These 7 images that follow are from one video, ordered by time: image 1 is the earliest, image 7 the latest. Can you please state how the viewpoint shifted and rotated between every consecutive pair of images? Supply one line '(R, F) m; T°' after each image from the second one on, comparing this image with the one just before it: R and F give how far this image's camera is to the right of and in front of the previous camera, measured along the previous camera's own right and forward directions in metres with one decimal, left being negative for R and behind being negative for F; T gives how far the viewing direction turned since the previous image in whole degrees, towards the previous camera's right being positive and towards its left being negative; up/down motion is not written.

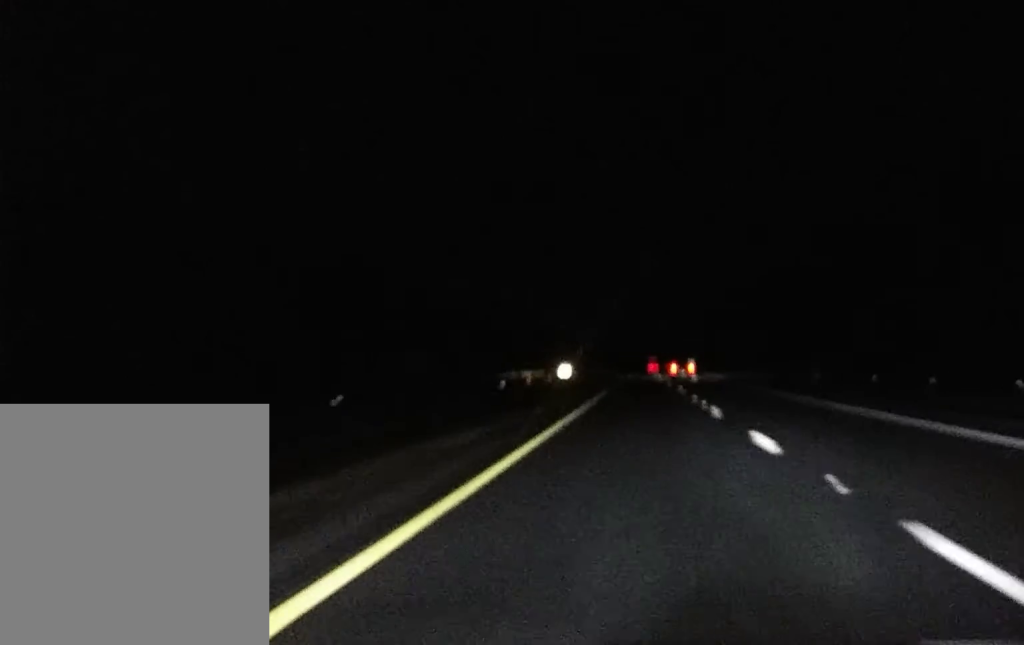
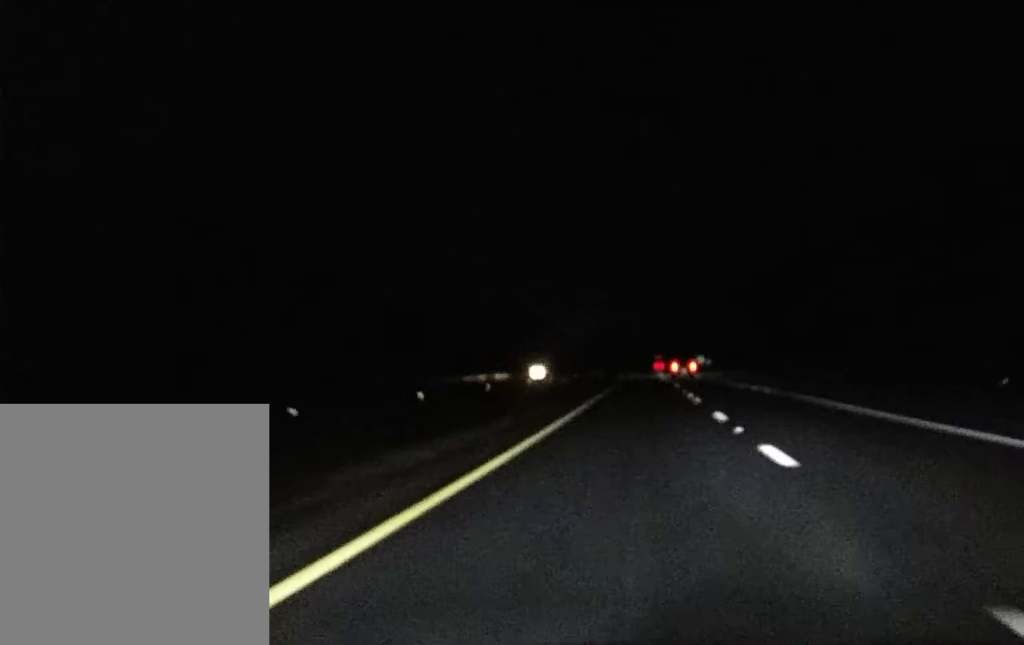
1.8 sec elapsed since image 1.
(+0.2, +67.6) m; 0°
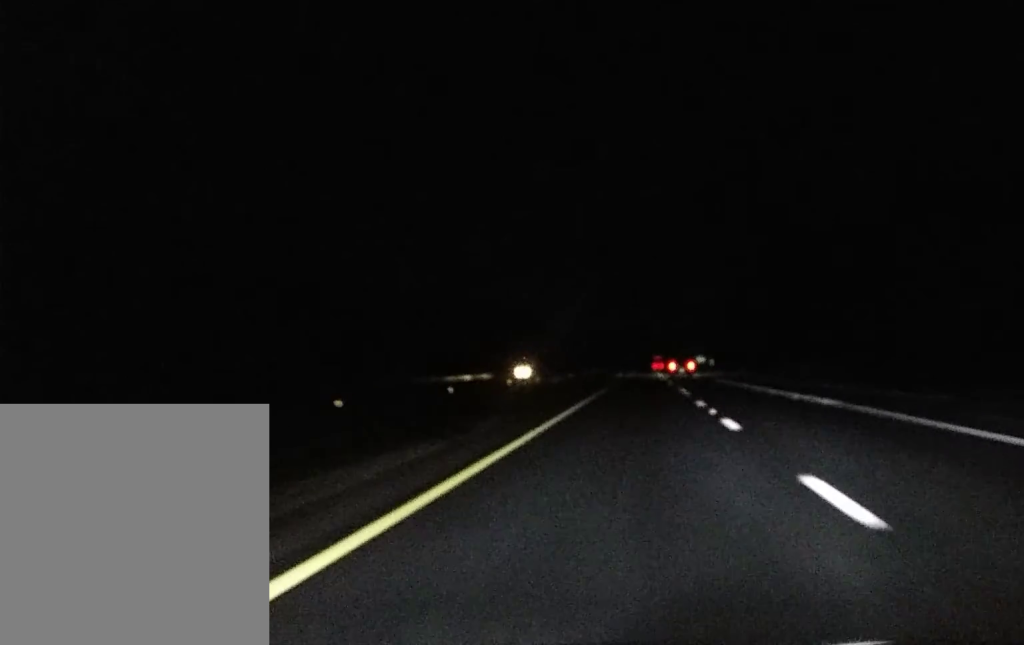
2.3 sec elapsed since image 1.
(0.0, +18.0) m; 0°
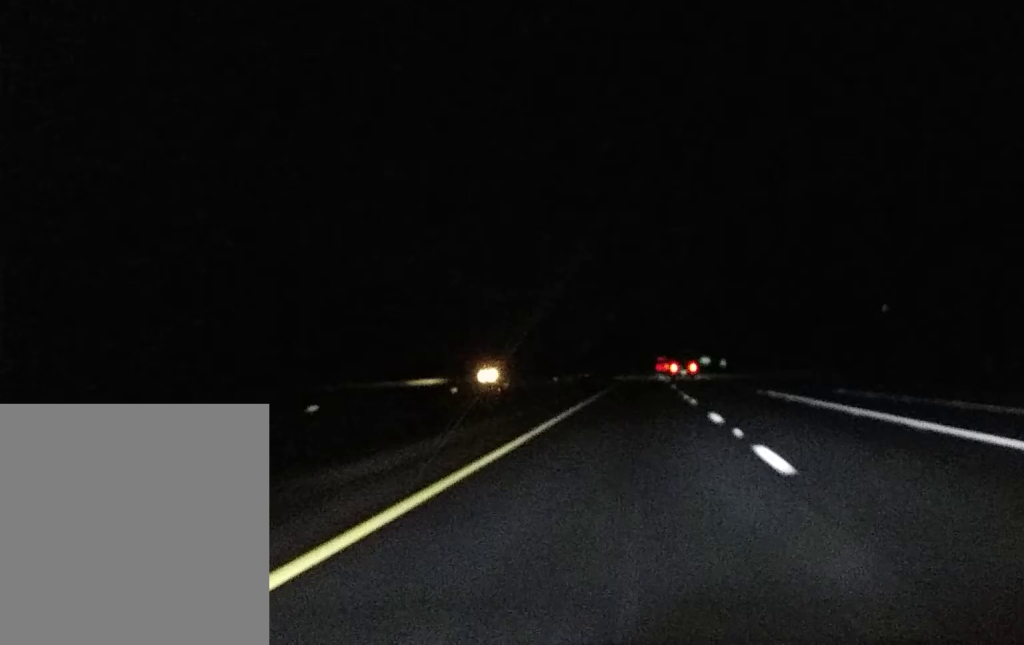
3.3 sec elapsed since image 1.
(-0.2, +35.9) m; 0°
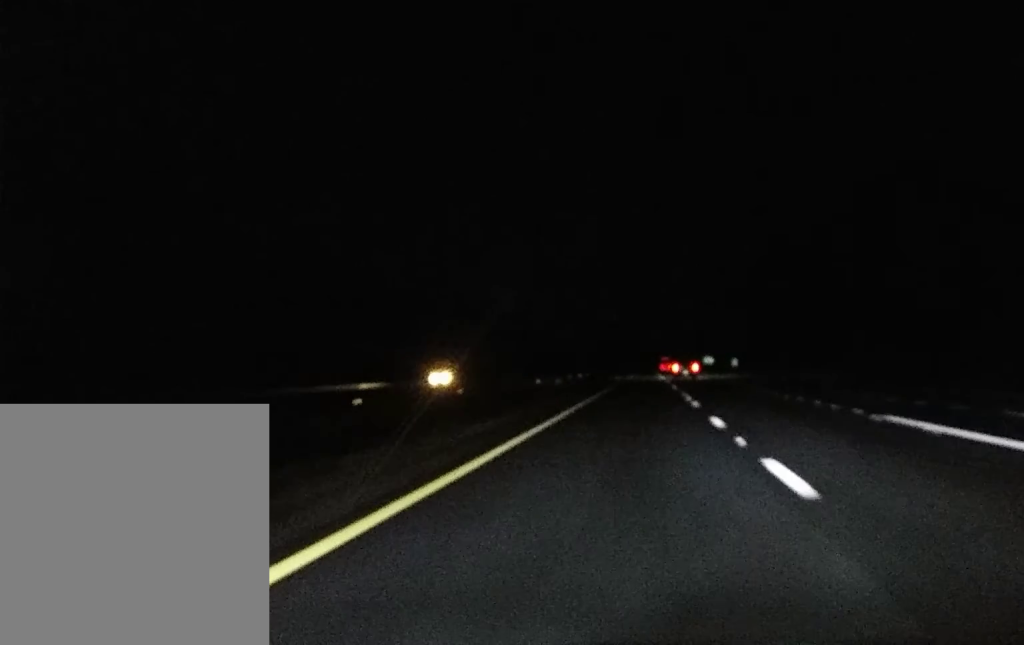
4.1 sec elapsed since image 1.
(0.0, +33.1) m; 0°
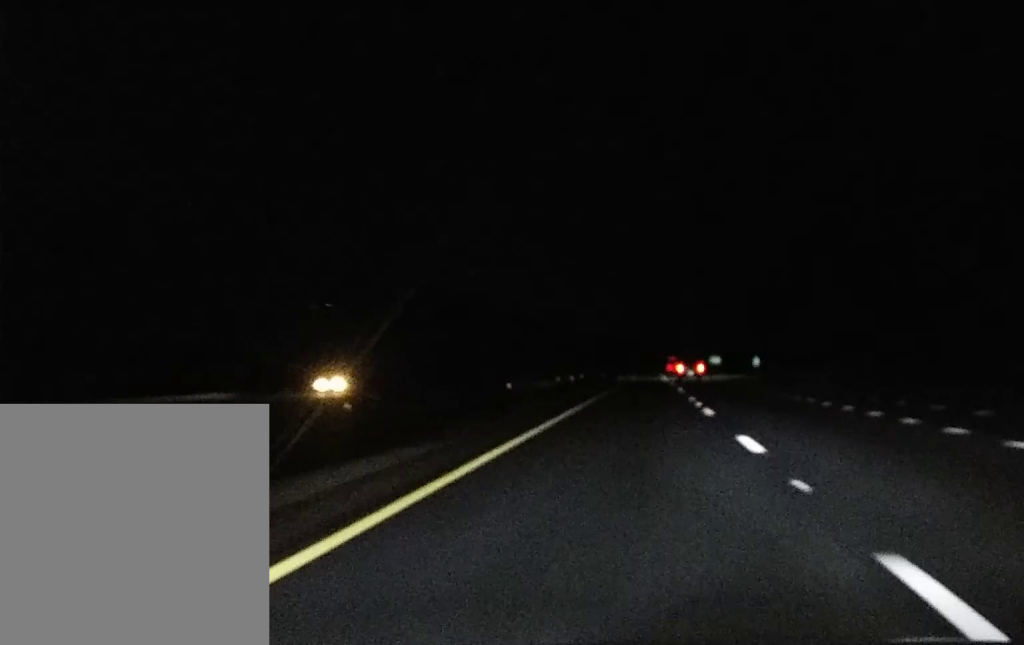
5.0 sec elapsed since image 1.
(0.0, +36.7) m; 0°
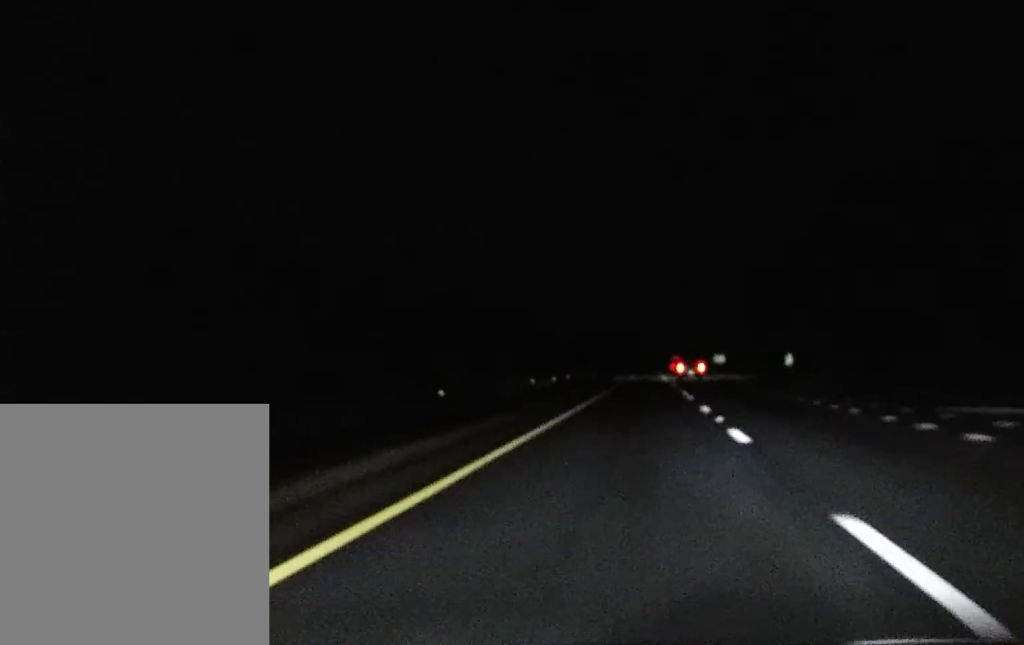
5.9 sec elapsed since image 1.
(-0.1, +36.4) m; 0°
